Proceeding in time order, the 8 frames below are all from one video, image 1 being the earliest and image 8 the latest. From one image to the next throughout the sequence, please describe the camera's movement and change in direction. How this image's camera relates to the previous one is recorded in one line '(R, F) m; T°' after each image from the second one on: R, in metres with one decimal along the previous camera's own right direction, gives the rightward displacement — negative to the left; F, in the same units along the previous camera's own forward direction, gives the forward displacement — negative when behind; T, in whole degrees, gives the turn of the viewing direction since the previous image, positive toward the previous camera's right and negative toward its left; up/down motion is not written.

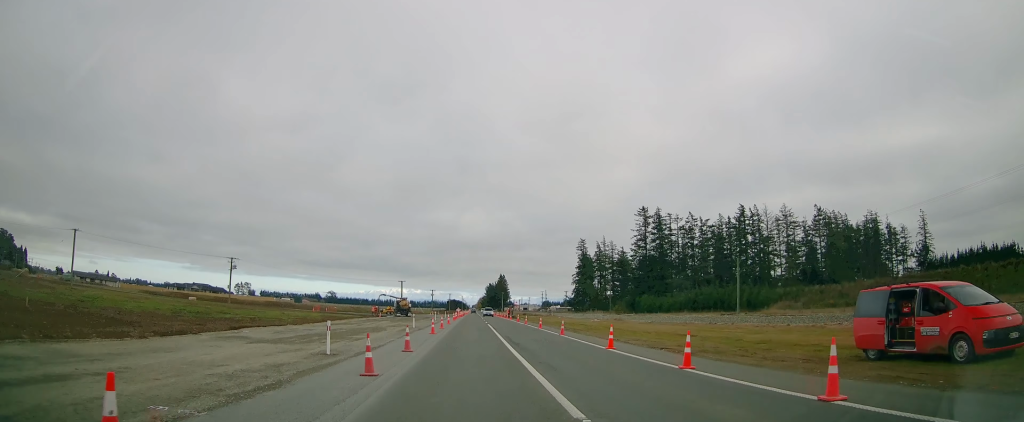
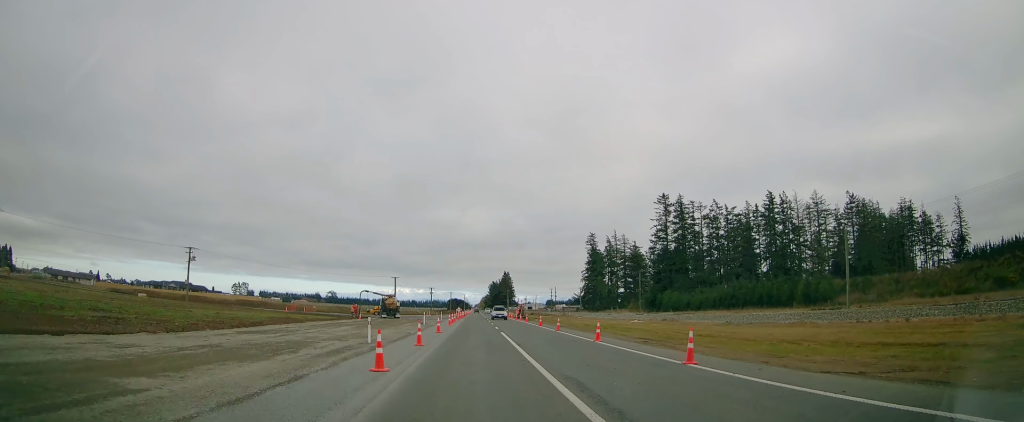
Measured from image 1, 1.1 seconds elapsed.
(+0.1, +18.7) m; 0°
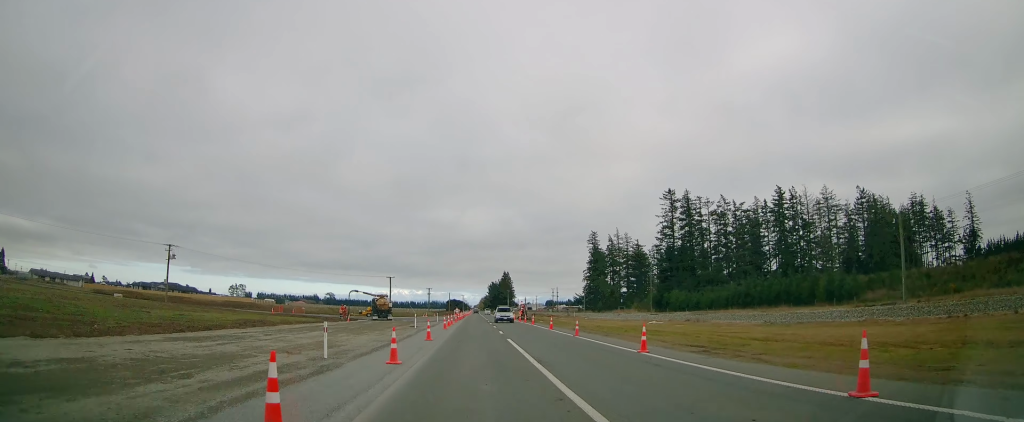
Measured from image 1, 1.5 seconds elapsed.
(-0.2, +6.7) m; 0°
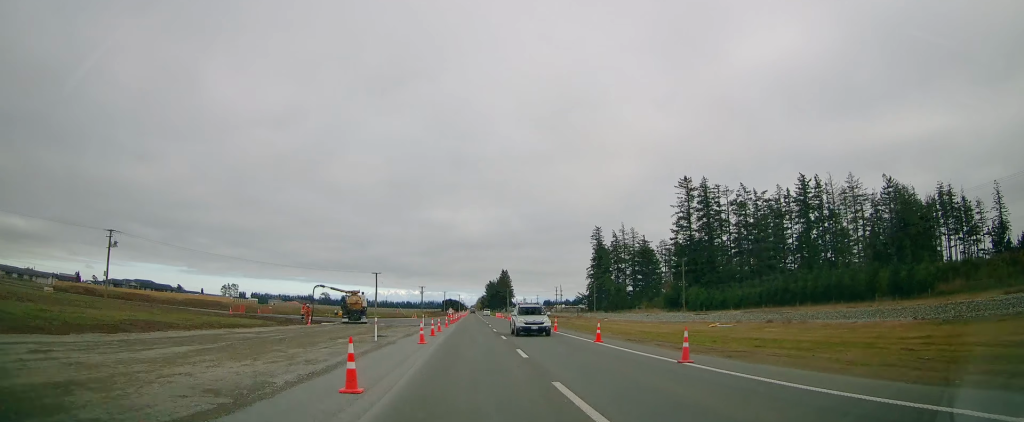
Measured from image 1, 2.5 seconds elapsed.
(+0.2, +15.4) m; 0°
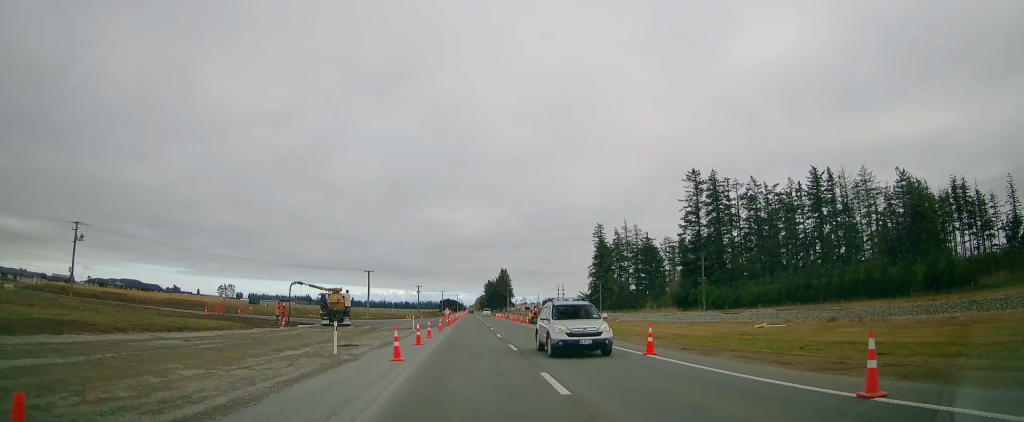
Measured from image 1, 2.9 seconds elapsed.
(+0.1, +7.1) m; 0°
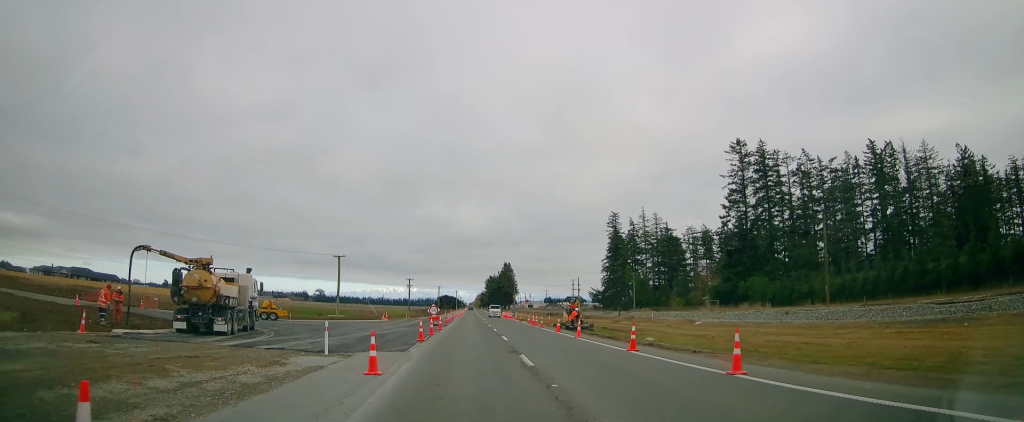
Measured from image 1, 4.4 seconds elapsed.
(0.0, +24.9) m; 0°
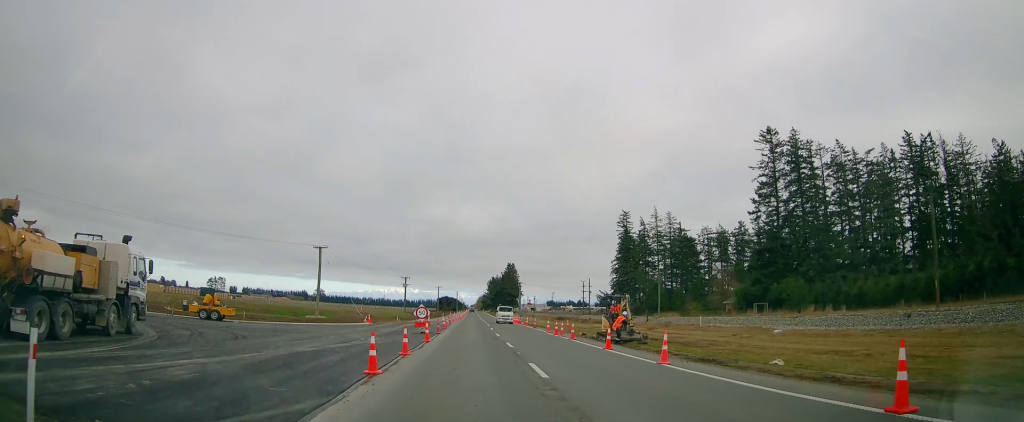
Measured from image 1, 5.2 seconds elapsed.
(0.0, +12.0) m; 0°
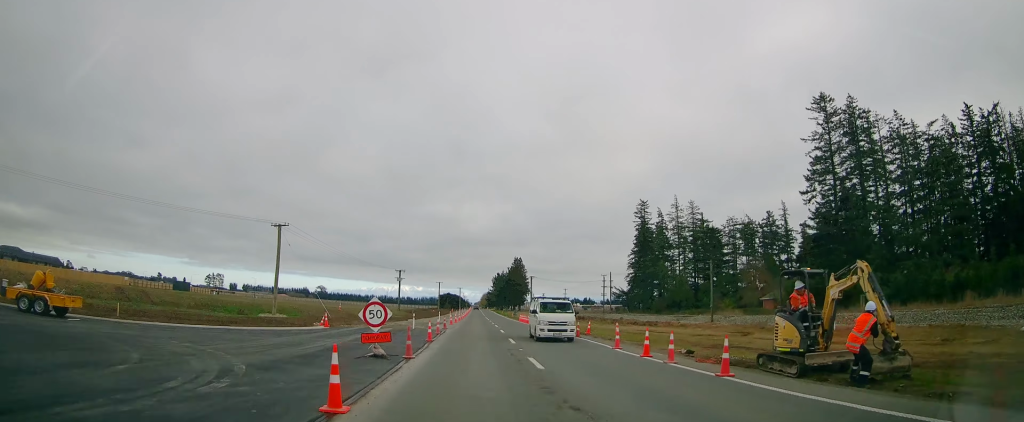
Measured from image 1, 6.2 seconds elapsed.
(-0.2, +17.6) m; 0°
